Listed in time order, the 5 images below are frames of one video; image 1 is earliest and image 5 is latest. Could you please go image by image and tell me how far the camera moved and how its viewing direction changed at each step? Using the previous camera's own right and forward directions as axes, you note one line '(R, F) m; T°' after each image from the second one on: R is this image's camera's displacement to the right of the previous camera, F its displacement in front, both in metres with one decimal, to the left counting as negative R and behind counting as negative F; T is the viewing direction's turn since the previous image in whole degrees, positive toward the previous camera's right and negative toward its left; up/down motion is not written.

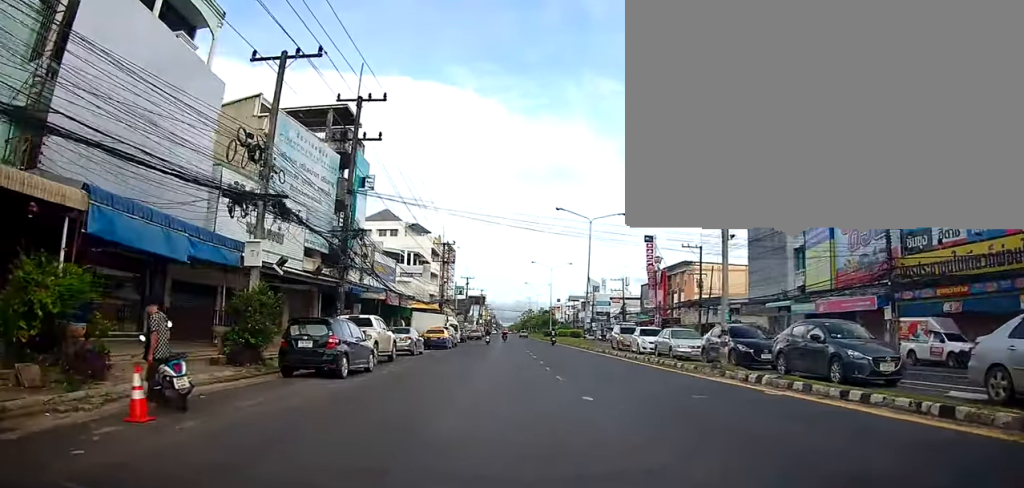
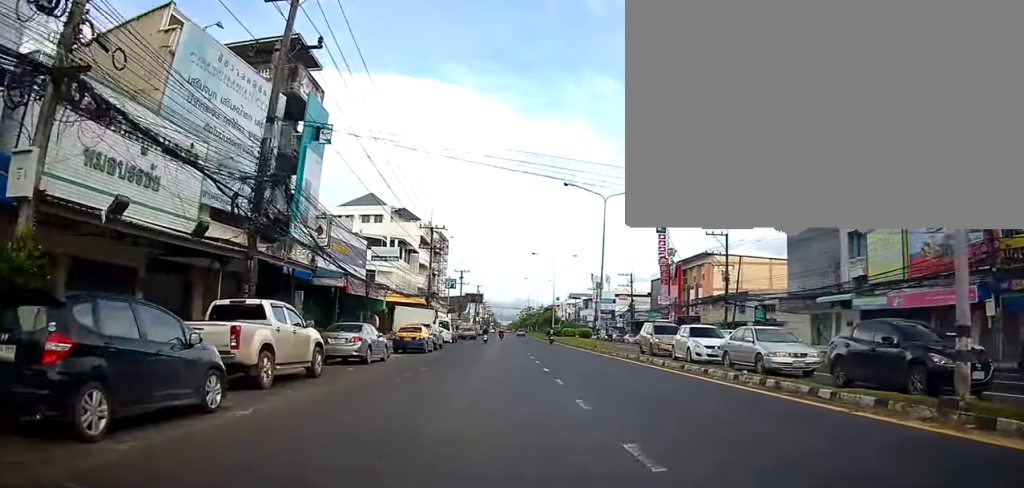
(+0.2, +9.1) m; +1°
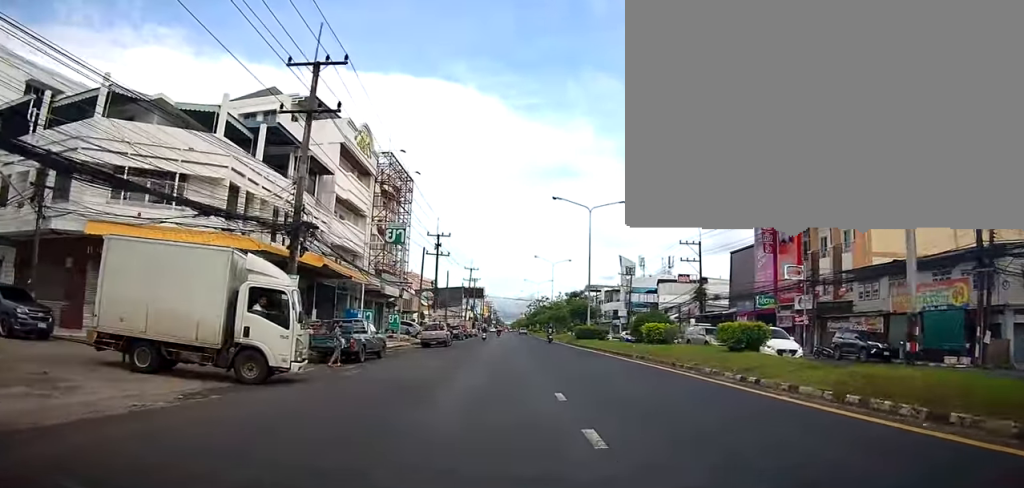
(-1.6, +35.8) m; -3°
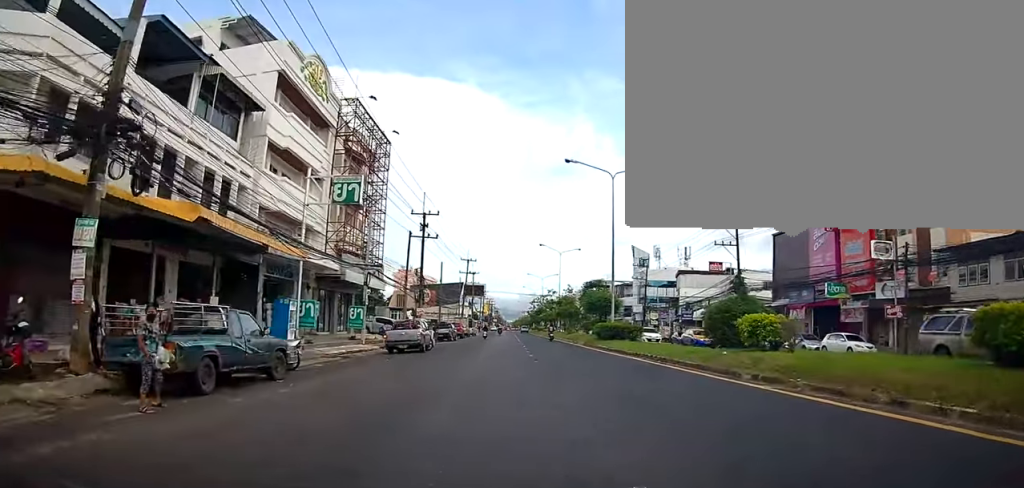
(+0.5, +10.8) m; +3°
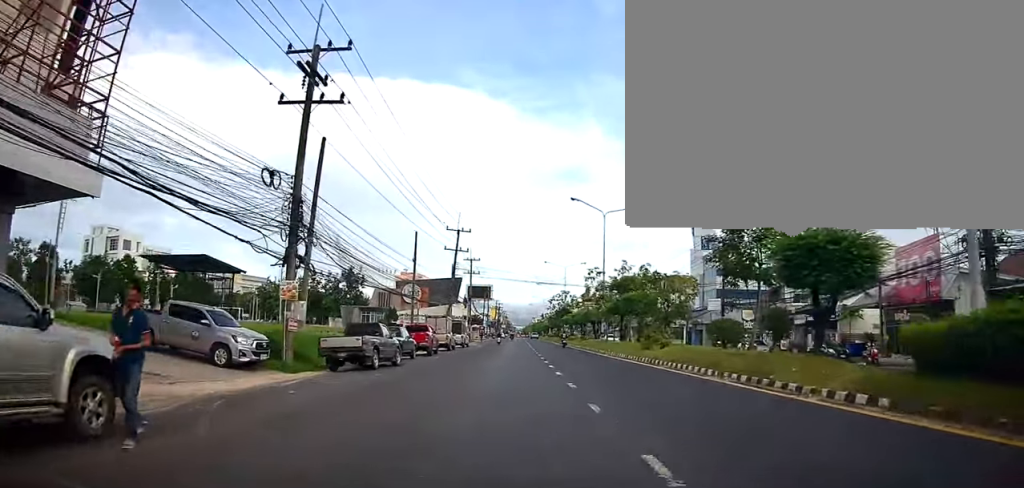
(-0.6, +31.1) m; -3°
